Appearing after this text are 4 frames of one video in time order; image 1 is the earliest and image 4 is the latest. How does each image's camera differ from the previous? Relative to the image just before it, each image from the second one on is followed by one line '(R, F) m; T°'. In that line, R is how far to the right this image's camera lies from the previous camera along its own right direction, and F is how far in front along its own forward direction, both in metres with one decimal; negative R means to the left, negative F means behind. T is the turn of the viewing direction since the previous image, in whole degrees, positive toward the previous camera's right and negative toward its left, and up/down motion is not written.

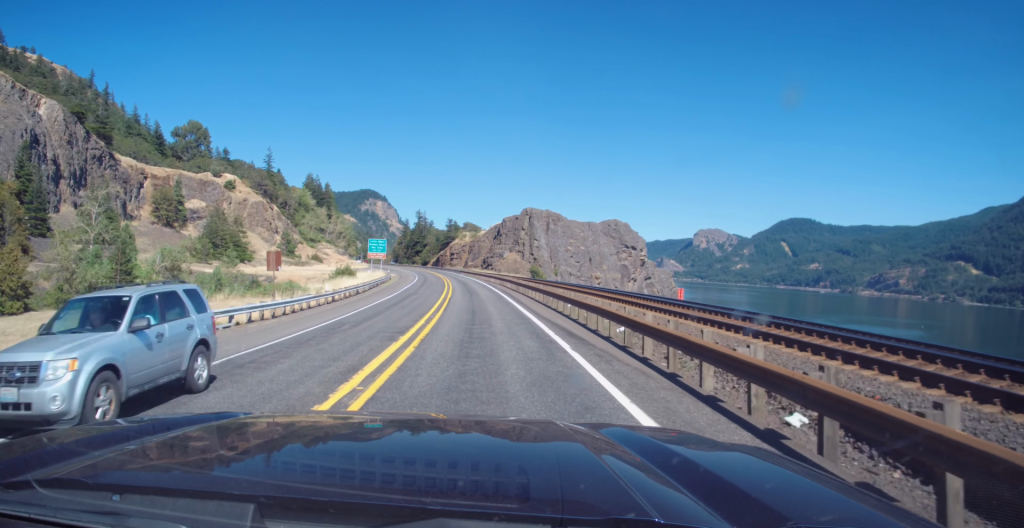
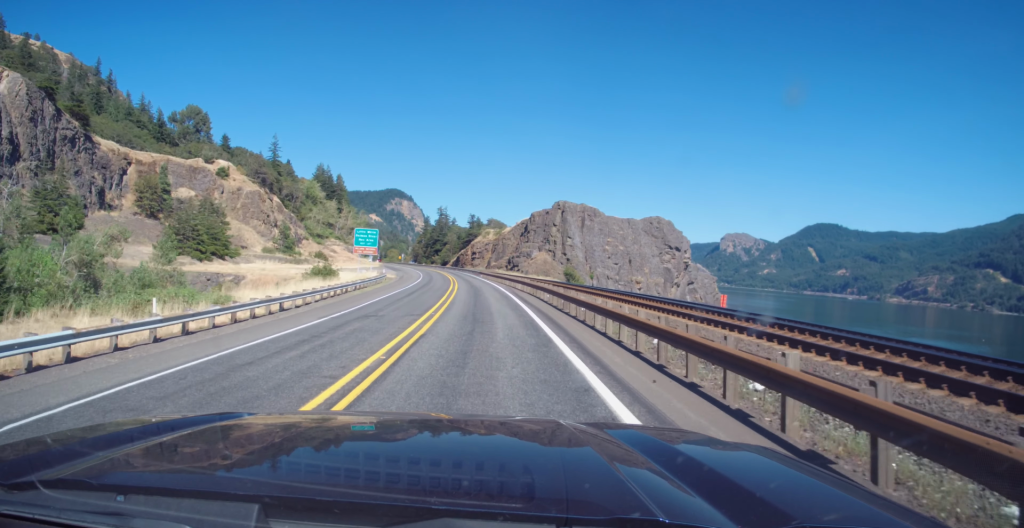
(-0.4, +22.1) m; -2°
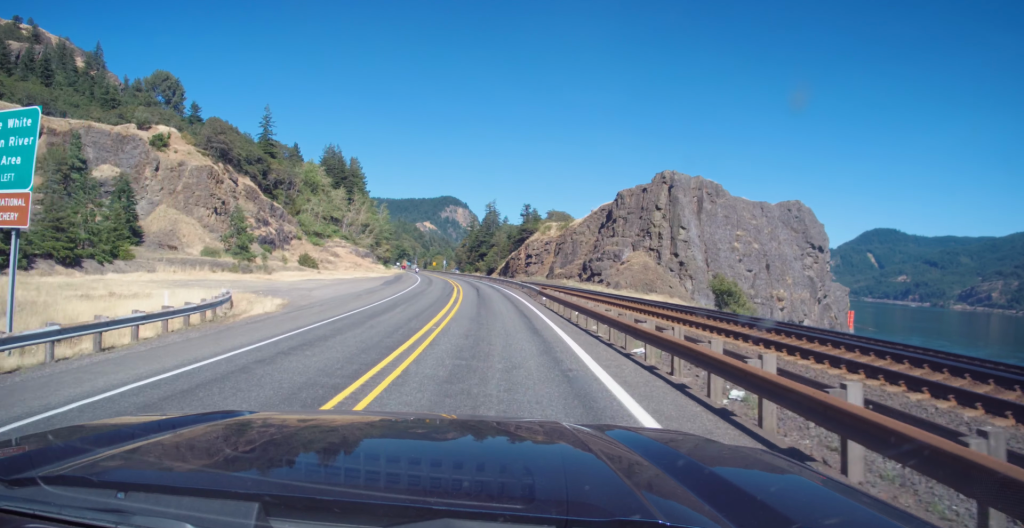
(-2.1, +53.9) m; -5°
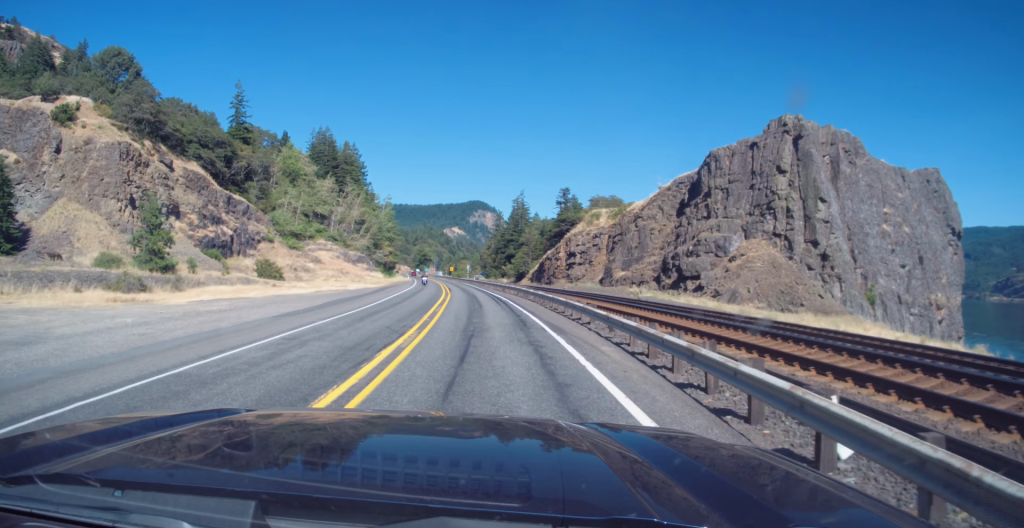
(-1.3, +33.8) m; -4°
